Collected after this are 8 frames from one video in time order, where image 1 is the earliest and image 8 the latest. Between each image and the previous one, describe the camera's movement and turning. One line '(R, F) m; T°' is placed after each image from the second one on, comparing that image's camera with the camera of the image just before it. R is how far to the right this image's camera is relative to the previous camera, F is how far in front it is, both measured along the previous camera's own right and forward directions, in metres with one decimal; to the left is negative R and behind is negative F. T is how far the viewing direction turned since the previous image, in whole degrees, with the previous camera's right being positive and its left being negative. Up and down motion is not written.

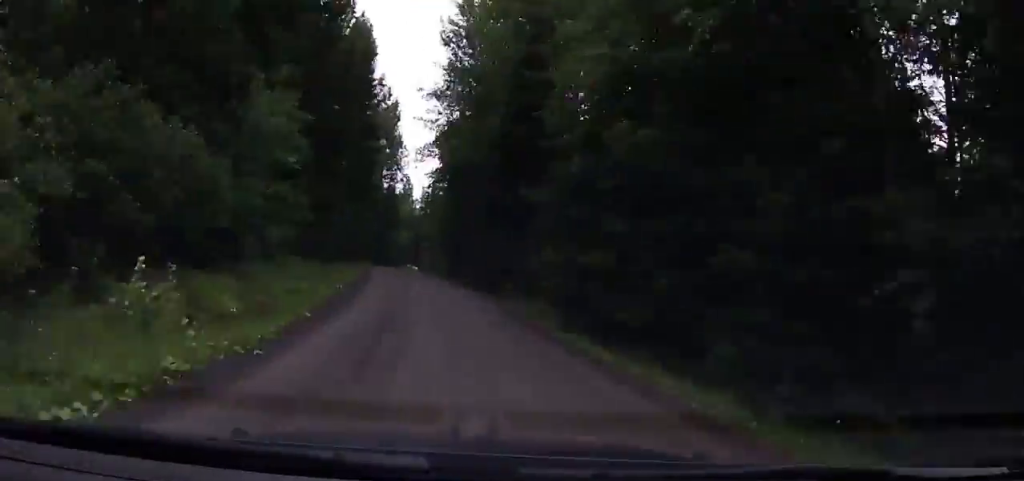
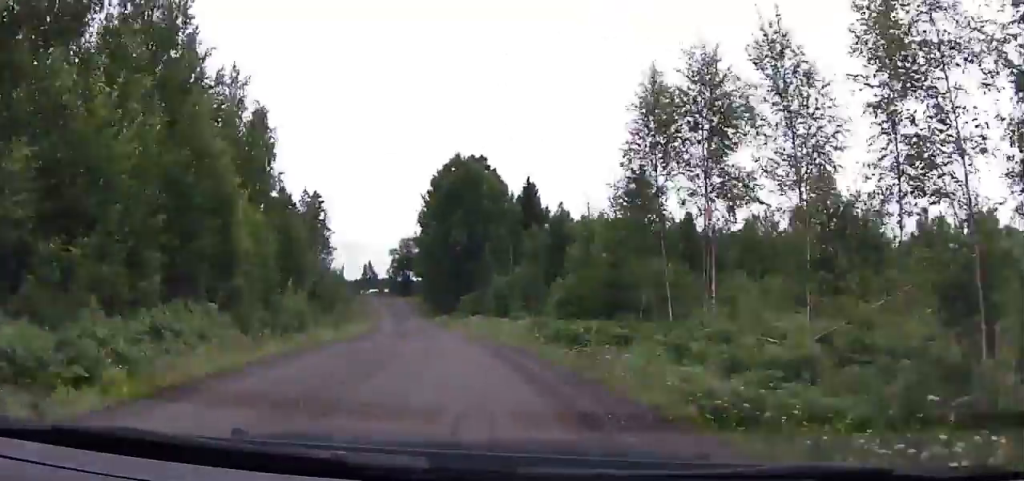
(-6.1, +176.3) m; -9°
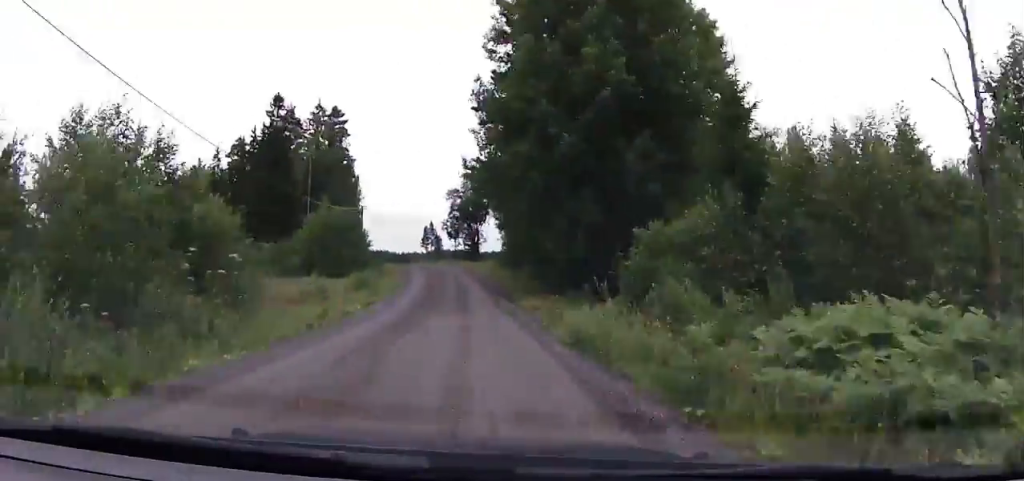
(+0.9, +54.4) m; -4°
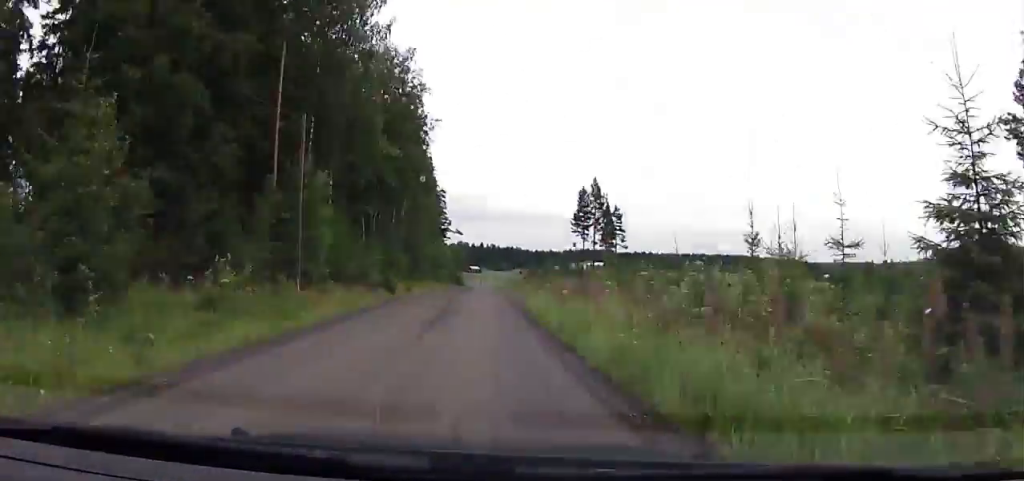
(-10.7, +104.5) m; -2°
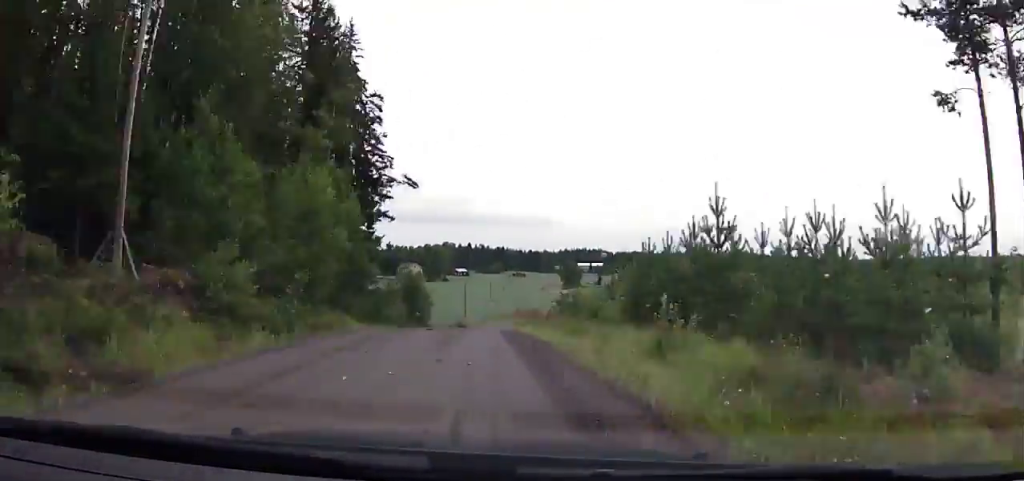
(+0.1, +71.7) m; 0°
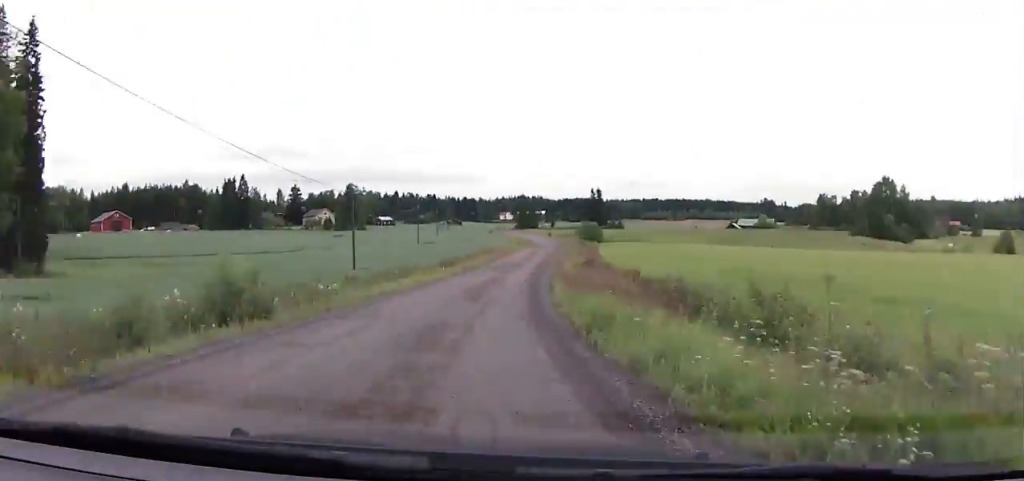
(+3.5, +72.9) m; +1°
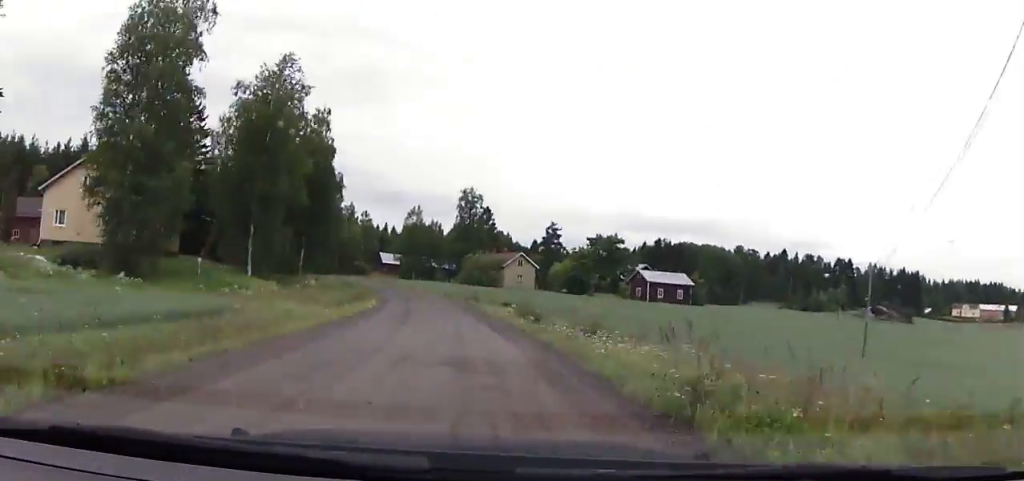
(-58.3, +245.8) m; -25°
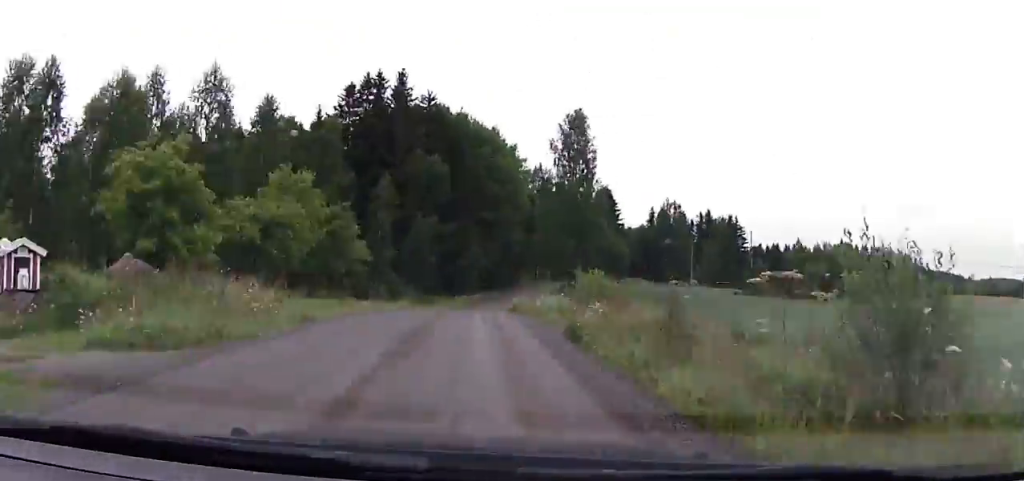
(+44.0, +188.0) m; +36°
